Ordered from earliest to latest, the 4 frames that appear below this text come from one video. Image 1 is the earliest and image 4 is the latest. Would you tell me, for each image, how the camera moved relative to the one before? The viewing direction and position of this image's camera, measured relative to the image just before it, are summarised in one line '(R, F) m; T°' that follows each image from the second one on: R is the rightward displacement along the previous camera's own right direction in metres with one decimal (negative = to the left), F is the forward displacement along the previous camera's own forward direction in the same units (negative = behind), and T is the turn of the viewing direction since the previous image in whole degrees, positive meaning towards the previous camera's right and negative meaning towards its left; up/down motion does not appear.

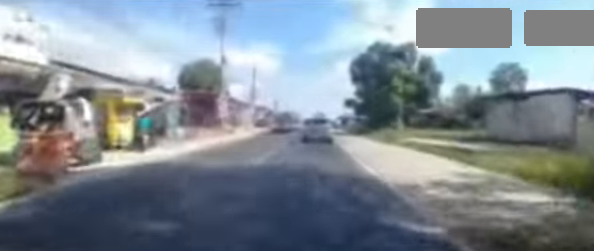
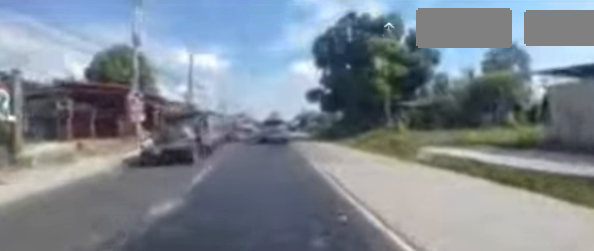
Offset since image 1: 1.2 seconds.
(+0.4, +8.4) m; +4°
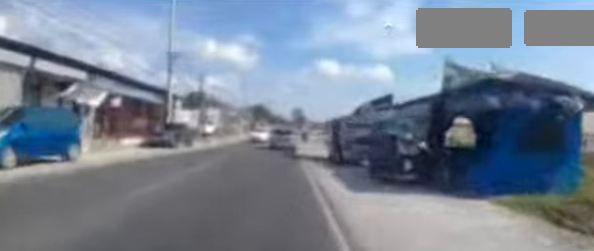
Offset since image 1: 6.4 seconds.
(0.0, +38.5) m; 0°
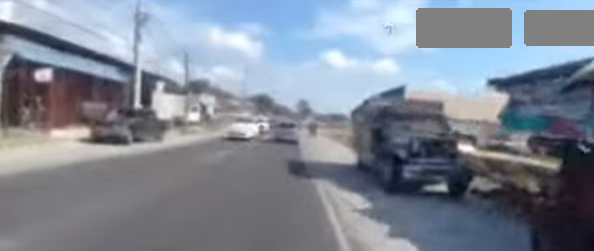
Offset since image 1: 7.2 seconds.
(0.0, +6.0) m; -1°
